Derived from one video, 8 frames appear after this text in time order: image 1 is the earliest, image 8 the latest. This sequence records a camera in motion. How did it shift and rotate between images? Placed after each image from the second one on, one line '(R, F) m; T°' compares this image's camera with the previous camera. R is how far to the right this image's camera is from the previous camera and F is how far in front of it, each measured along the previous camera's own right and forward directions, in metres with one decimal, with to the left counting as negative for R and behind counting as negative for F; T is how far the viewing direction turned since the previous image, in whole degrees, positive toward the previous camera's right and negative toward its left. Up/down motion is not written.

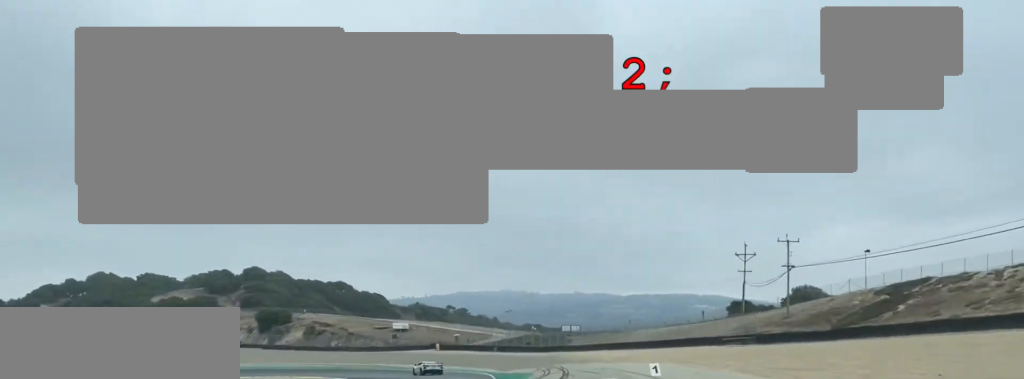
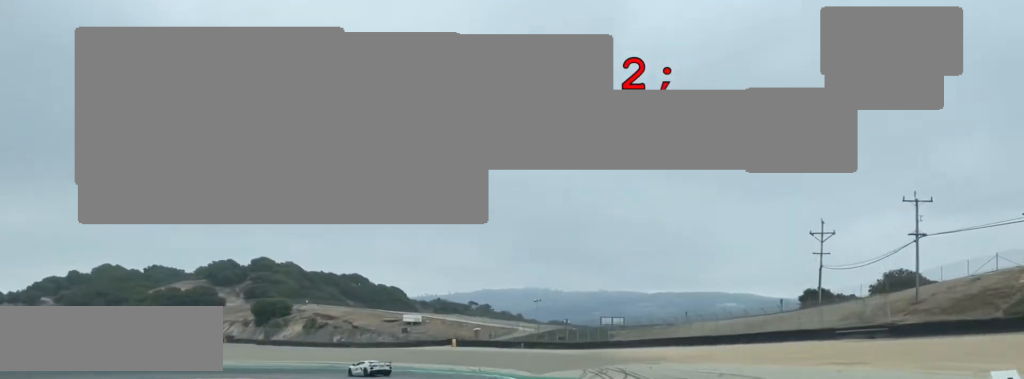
(-0.2, +19.2) m; -3°
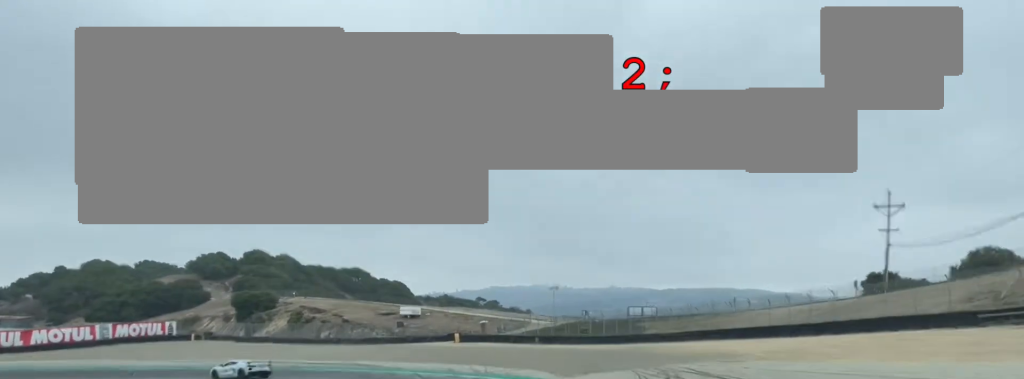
(+0.1, +15.9) m; -5°
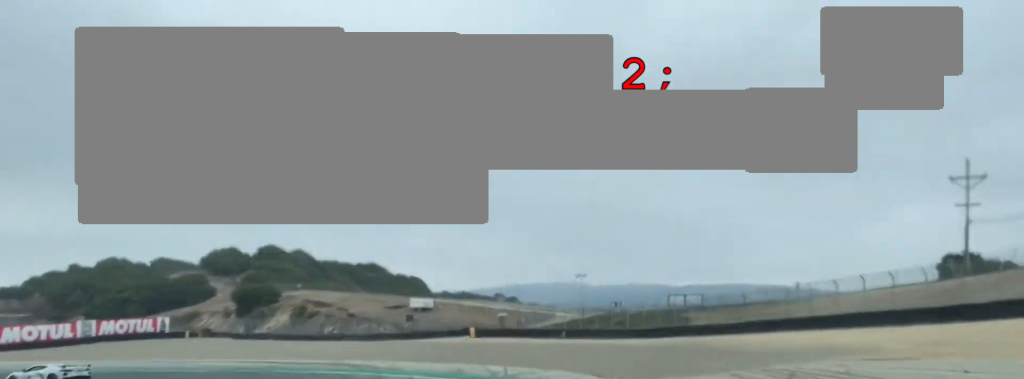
(-1.0, +13.4) m; -11°
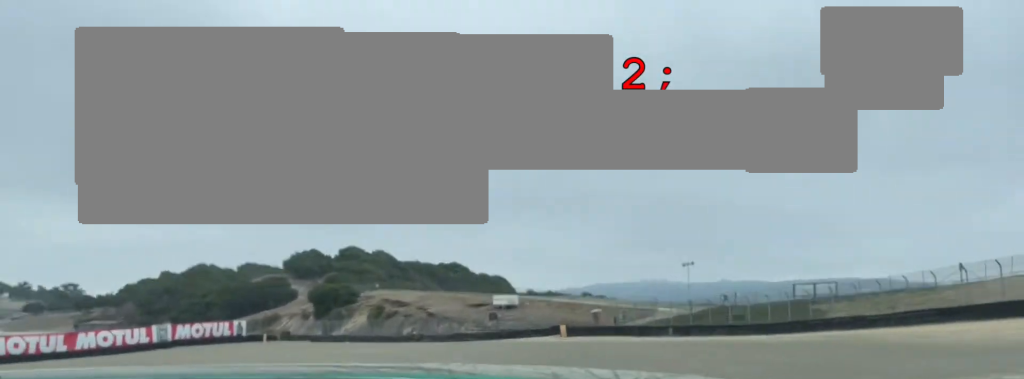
(-0.3, +9.2) m; -9°
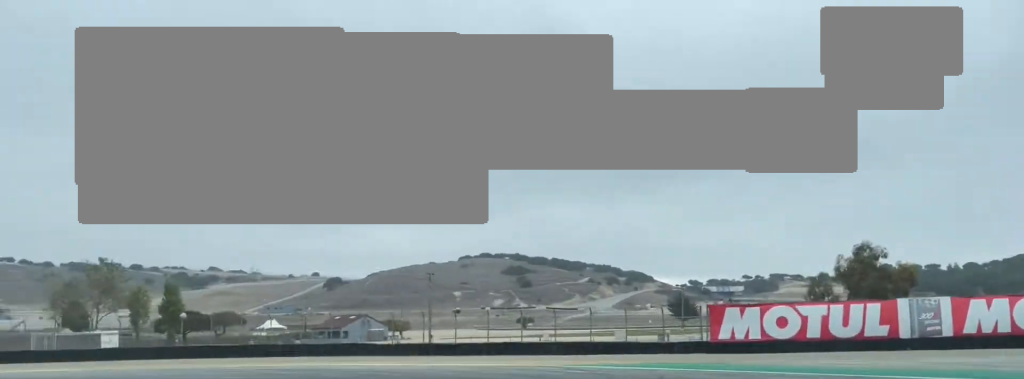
(-27.8, +41.4) m; -73°
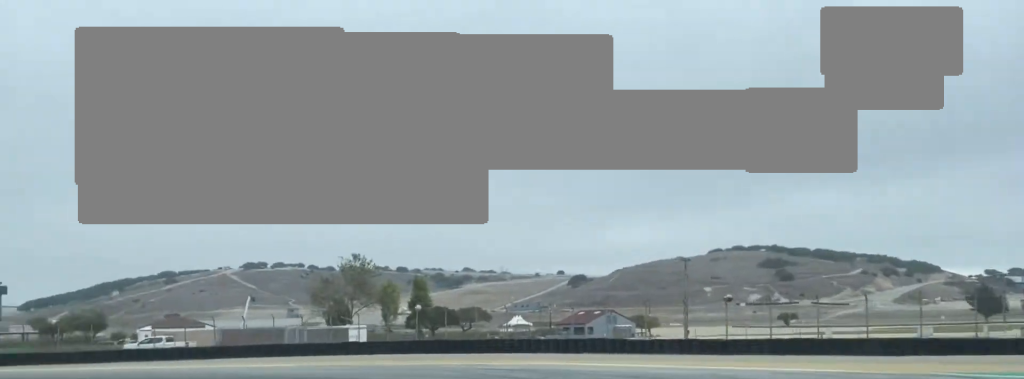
(-2.1, +7.8) m; -15°
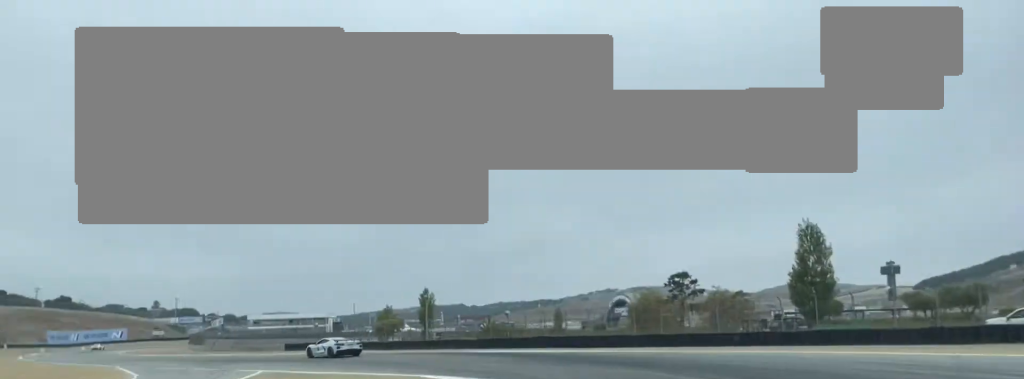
(-4.1, +14.4) m; -23°
